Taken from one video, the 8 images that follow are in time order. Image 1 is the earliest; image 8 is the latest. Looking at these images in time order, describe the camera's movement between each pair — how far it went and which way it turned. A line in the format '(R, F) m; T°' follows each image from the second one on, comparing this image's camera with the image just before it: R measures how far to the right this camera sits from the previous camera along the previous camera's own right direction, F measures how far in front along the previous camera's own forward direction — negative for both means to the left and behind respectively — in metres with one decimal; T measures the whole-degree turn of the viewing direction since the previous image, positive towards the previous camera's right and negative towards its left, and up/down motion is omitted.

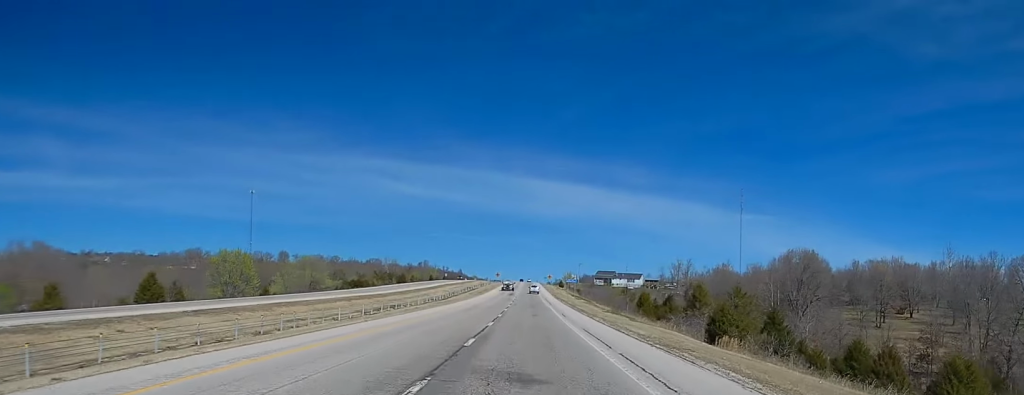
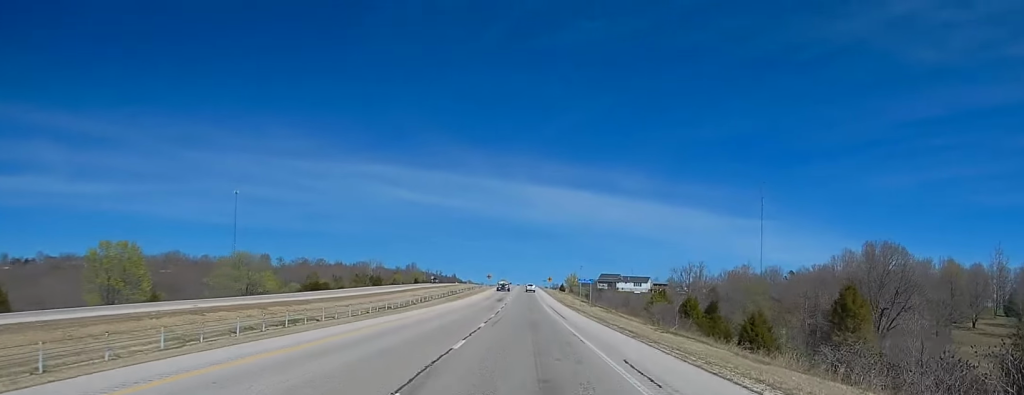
(0.0, +39.3) m; 0°
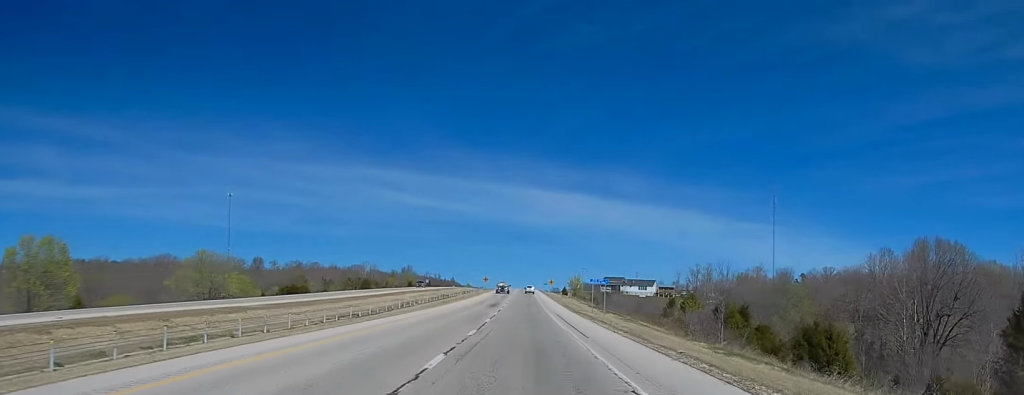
(0.0, +17.2) m; 0°
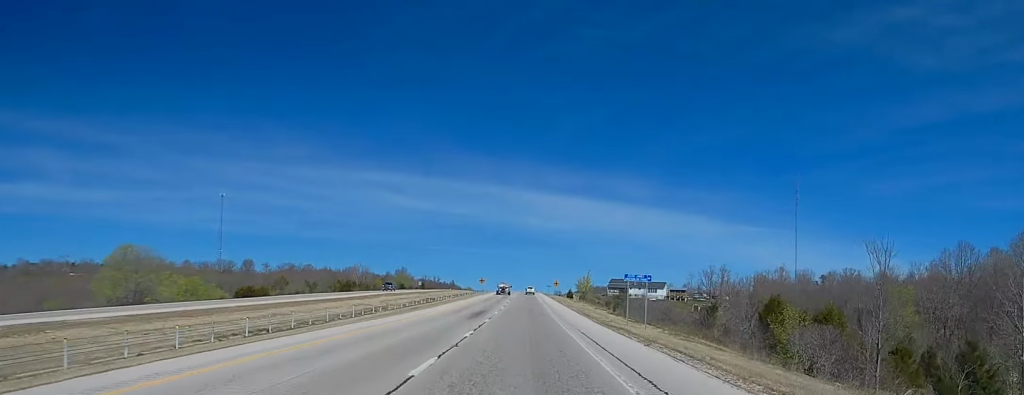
(0.0, +25.7) m; 0°
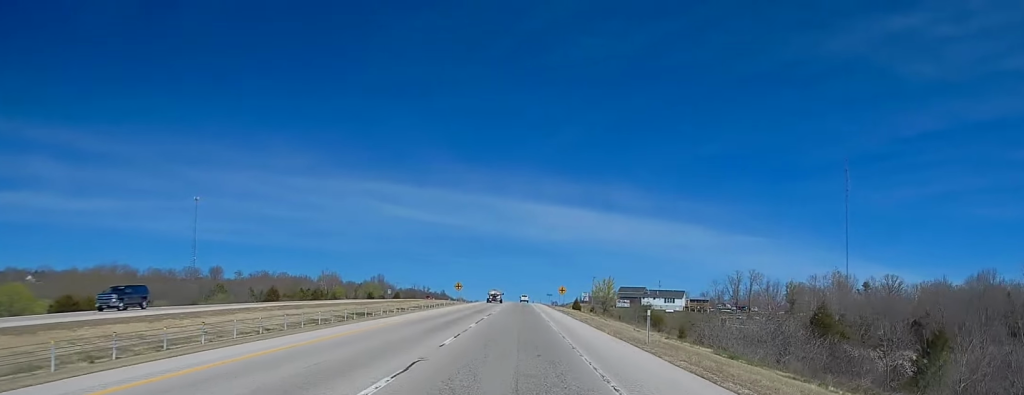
(+0.1, +53.5) m; 0°
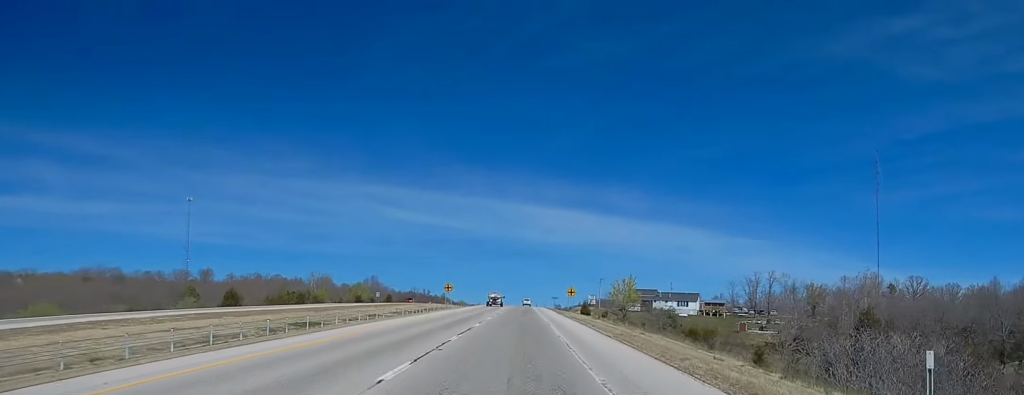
(0.0, +21.3) m; 0°
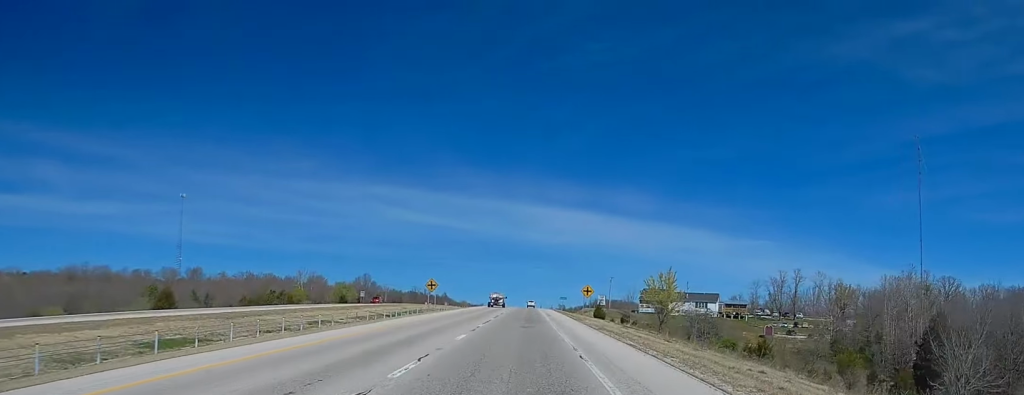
(0.0, +24.1) m; 0°
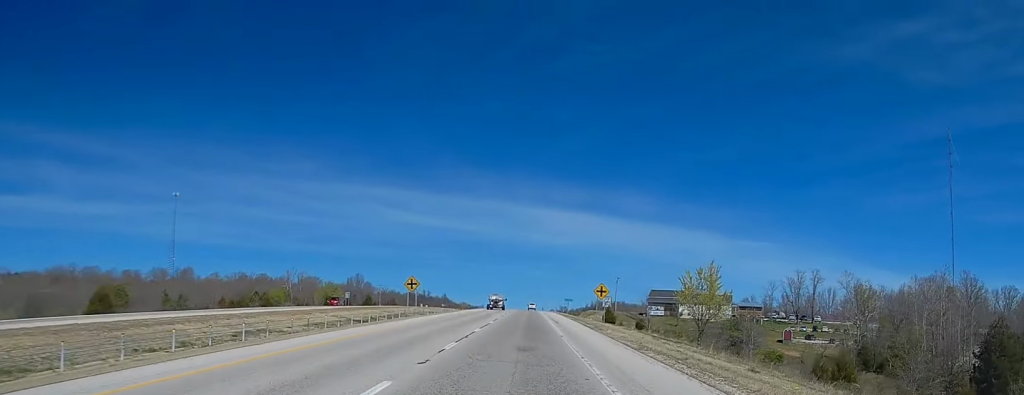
(0.0, +16.1) m; 0°
